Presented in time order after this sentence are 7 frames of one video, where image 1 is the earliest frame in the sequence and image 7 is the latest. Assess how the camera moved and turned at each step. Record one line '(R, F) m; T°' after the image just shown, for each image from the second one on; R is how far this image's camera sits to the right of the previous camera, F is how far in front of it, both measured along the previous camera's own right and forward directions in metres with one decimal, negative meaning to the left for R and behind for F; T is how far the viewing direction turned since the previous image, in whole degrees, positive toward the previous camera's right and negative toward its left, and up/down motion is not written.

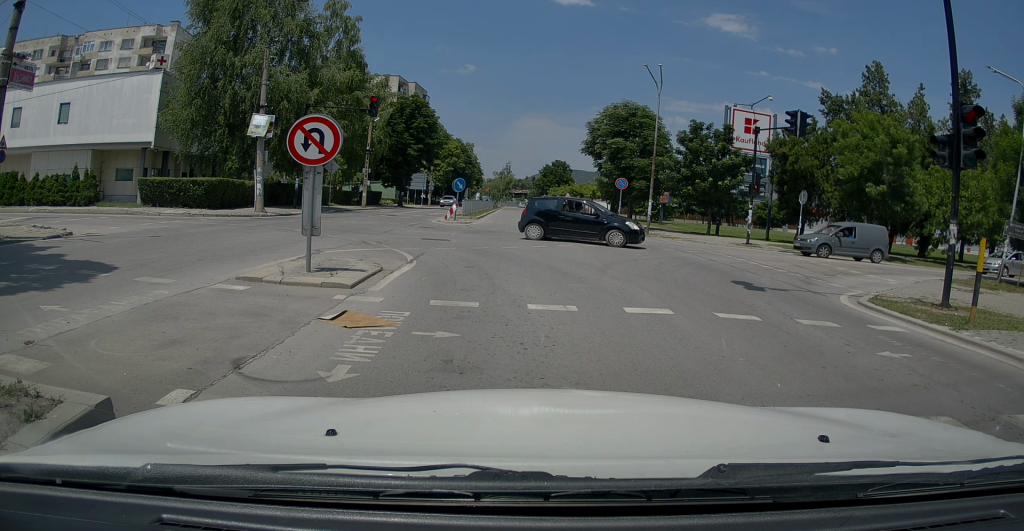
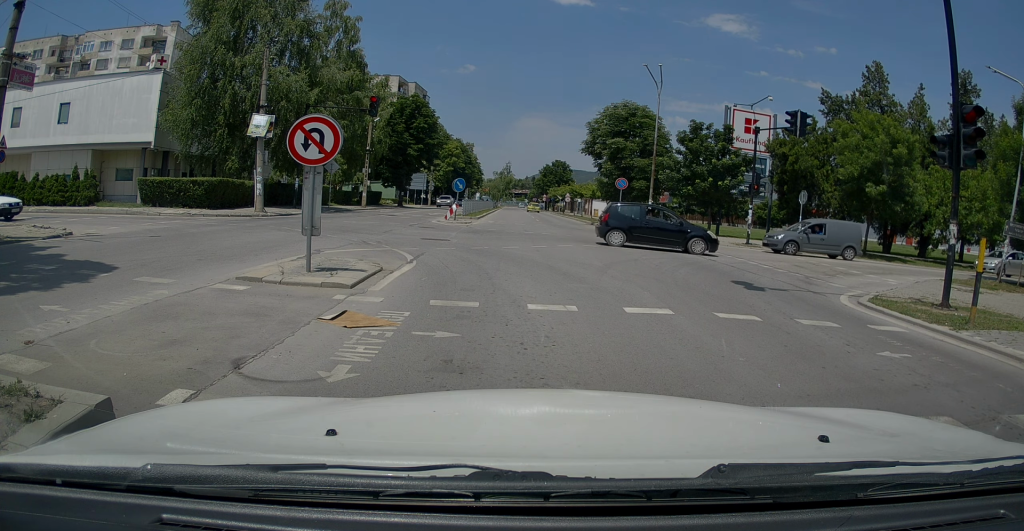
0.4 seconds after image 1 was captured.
(0.0, 0.0) m; 0°
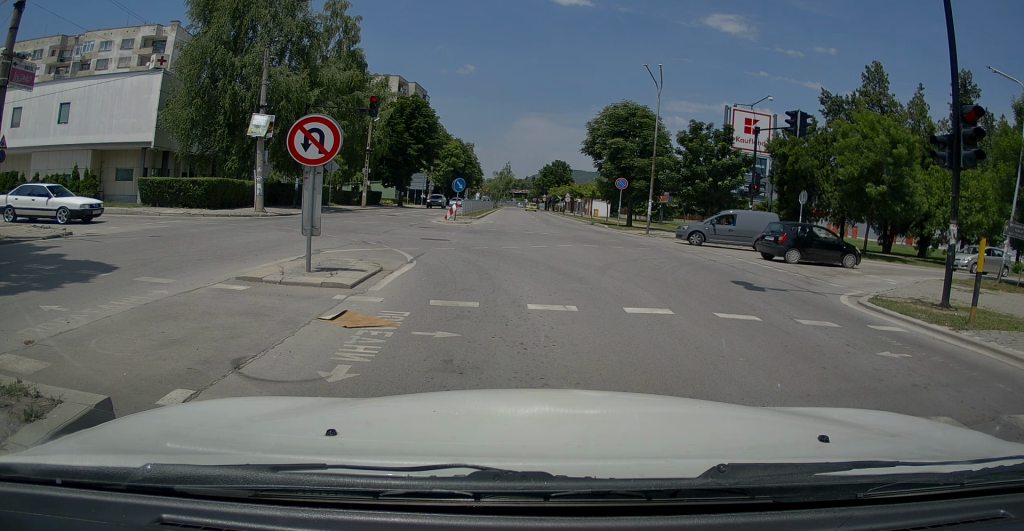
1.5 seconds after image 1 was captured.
(0.0, 0.0) m; 0°
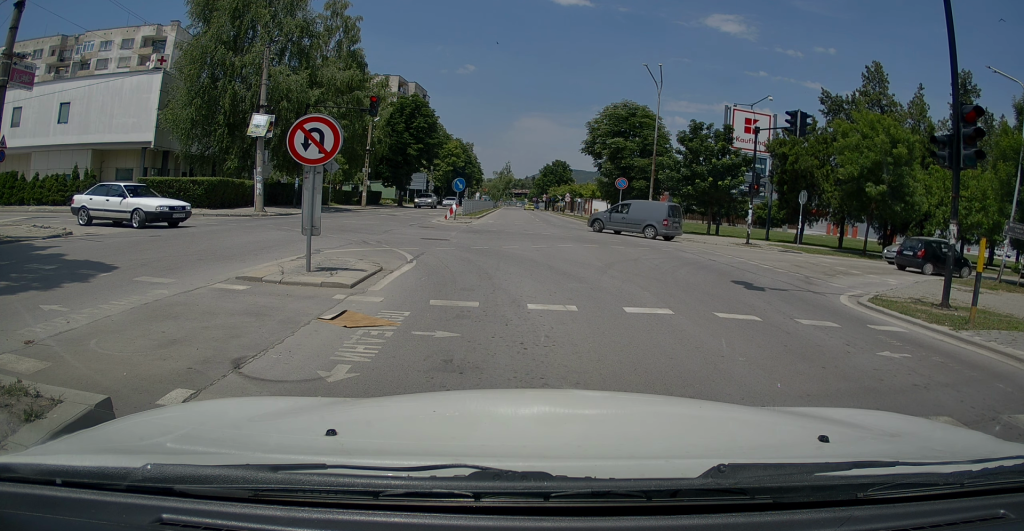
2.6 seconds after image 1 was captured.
(+0.2, +0.3) m; 0°
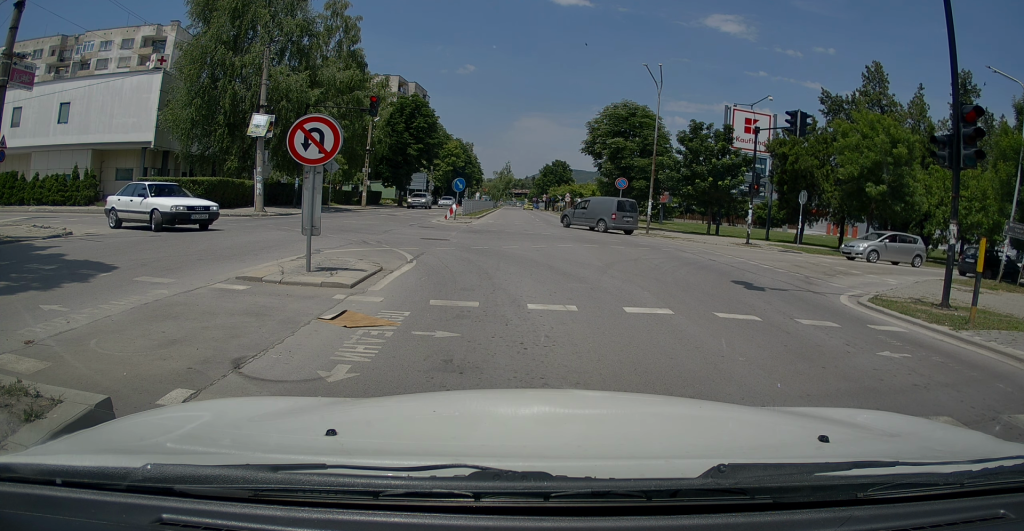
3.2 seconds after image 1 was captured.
(0.0, +0.2) m; 0°
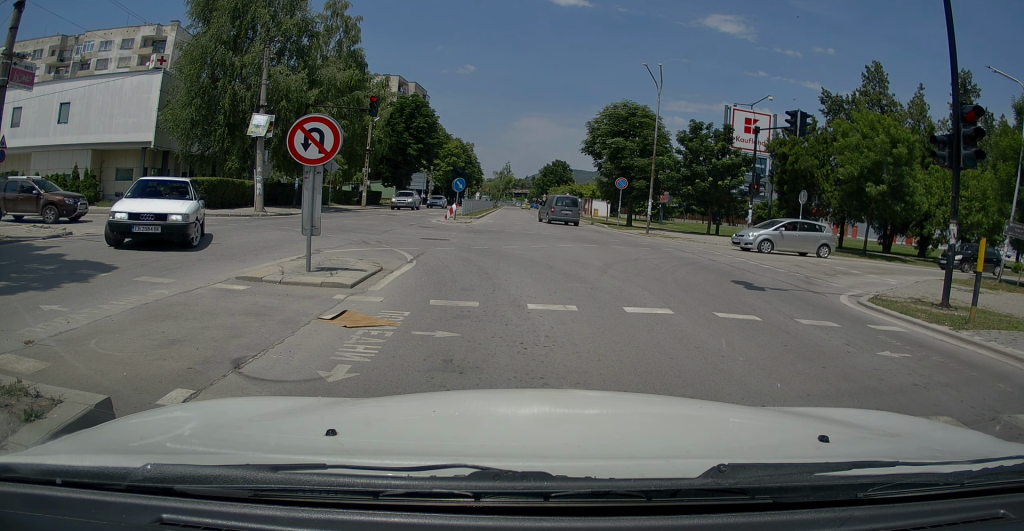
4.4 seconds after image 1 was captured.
(0.0, 0.0) m; 0°
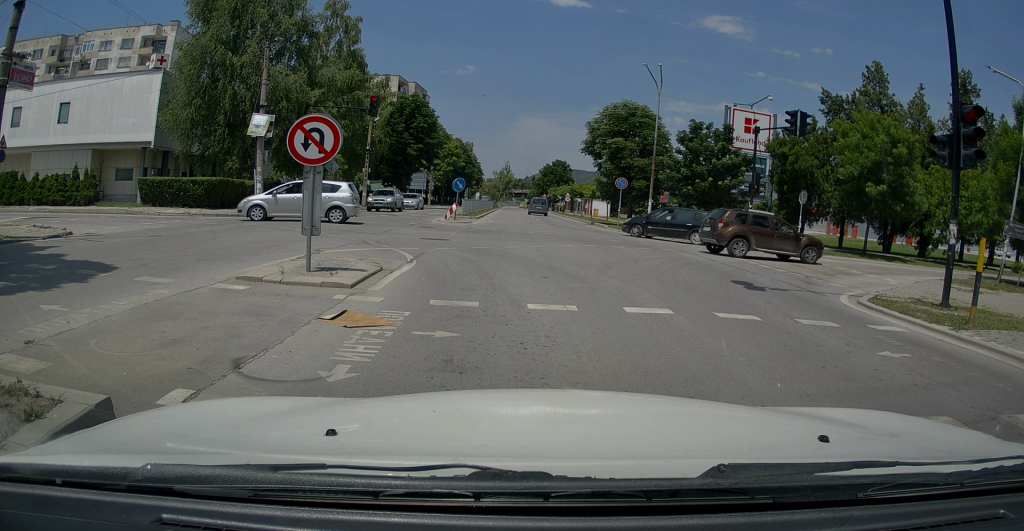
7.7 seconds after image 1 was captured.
(0.0, 0.0) m; 0°
